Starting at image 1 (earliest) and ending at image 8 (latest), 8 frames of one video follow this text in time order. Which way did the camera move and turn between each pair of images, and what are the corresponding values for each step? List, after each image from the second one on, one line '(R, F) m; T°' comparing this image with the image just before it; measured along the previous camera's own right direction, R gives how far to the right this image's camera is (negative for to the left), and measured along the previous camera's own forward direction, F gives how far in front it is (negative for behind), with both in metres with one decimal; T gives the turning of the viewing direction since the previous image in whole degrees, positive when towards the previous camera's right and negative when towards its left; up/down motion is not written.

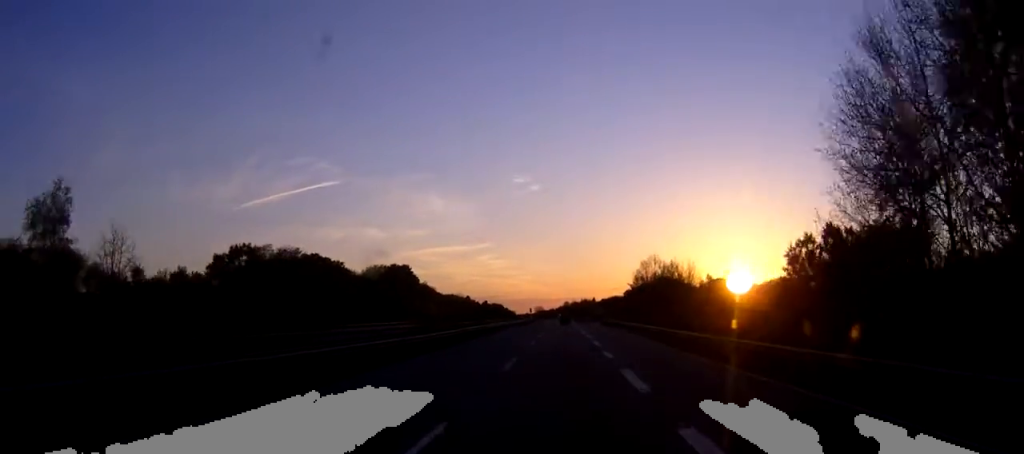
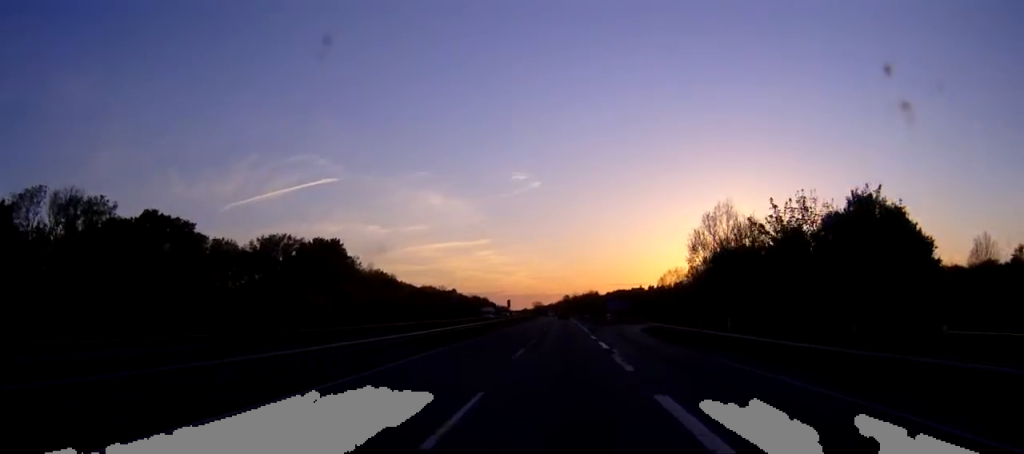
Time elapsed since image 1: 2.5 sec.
(-0.1, +68.2) m; 0°
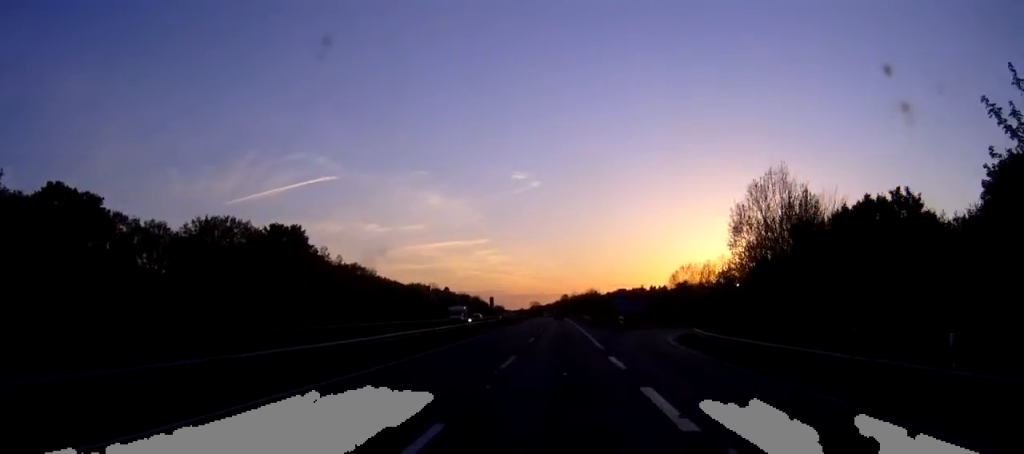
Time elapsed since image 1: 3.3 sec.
(+0.1, +22.2) m; 0°
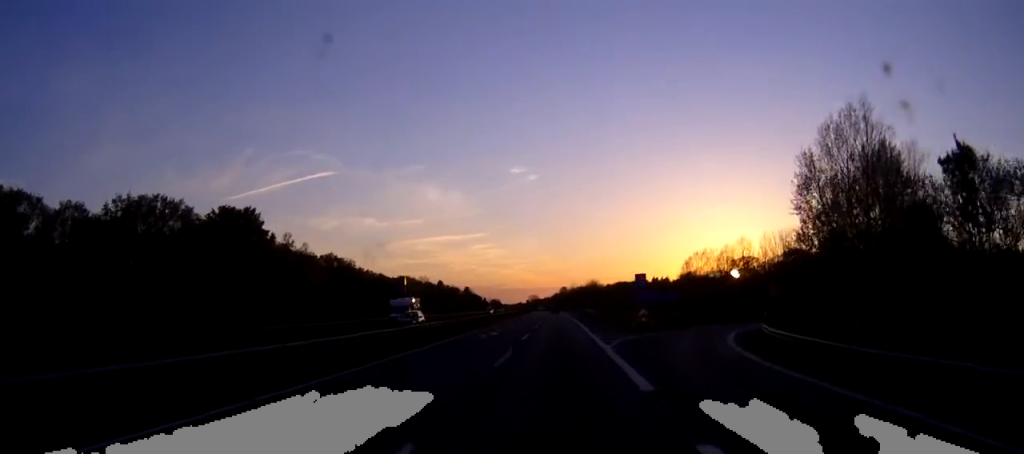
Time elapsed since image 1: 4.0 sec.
(0.0, +19.5) m; 0°
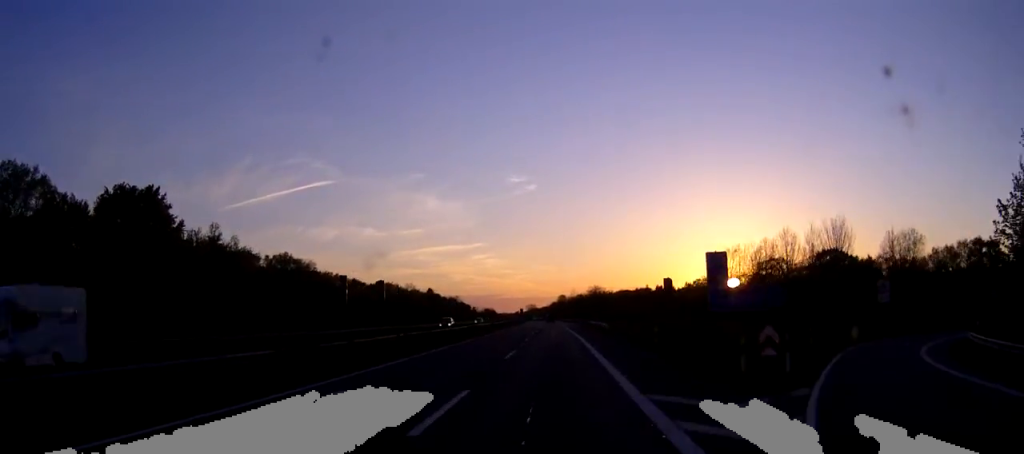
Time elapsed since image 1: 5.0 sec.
(0.0, +28.8) m; 0°
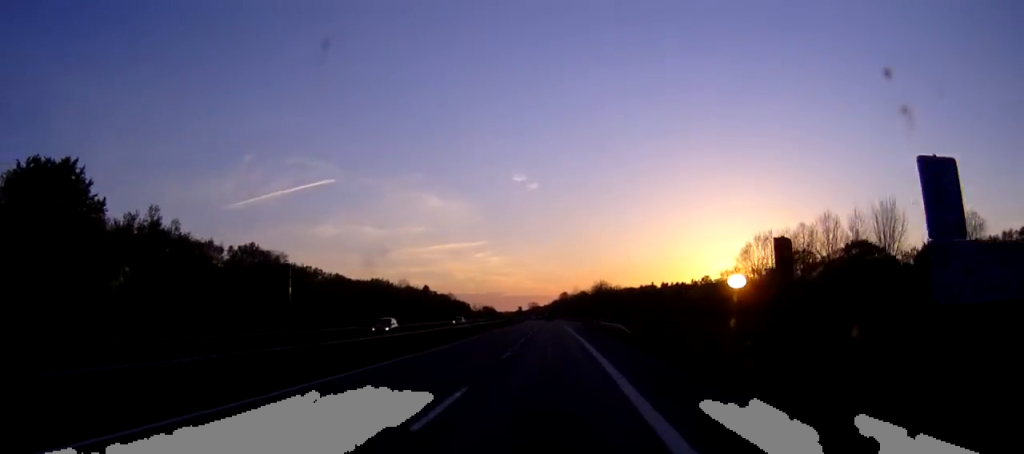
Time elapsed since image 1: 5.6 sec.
(0.0, +17.6) m; 0°
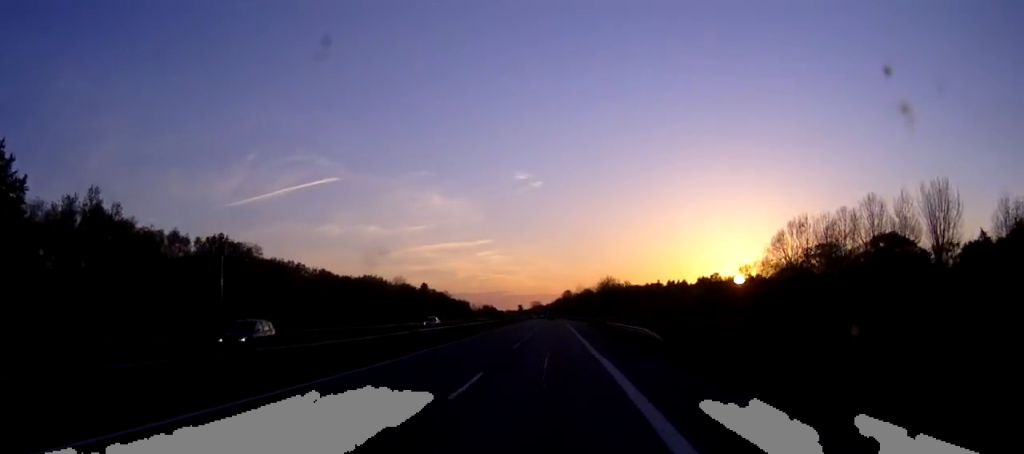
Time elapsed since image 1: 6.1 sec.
(0.0, +13.9) m; 0°
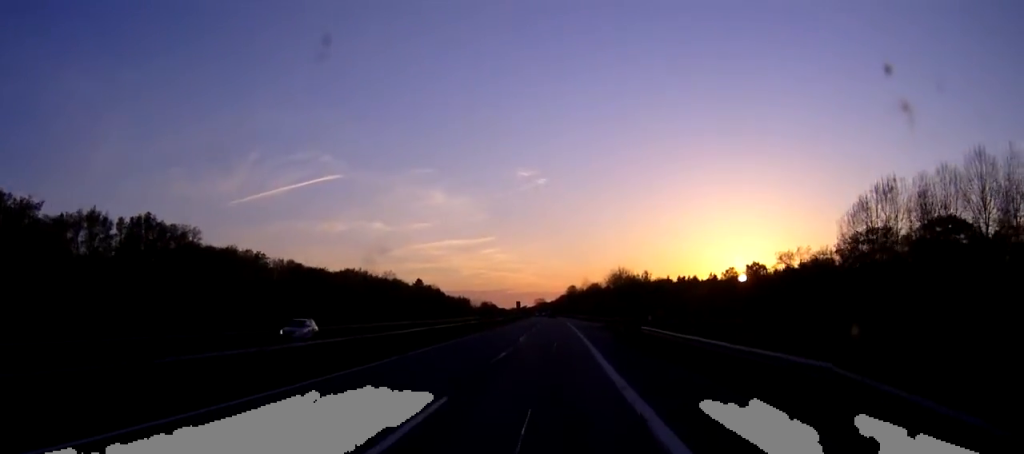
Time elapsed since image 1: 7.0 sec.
(-0.1, +24.1) m; 0°
